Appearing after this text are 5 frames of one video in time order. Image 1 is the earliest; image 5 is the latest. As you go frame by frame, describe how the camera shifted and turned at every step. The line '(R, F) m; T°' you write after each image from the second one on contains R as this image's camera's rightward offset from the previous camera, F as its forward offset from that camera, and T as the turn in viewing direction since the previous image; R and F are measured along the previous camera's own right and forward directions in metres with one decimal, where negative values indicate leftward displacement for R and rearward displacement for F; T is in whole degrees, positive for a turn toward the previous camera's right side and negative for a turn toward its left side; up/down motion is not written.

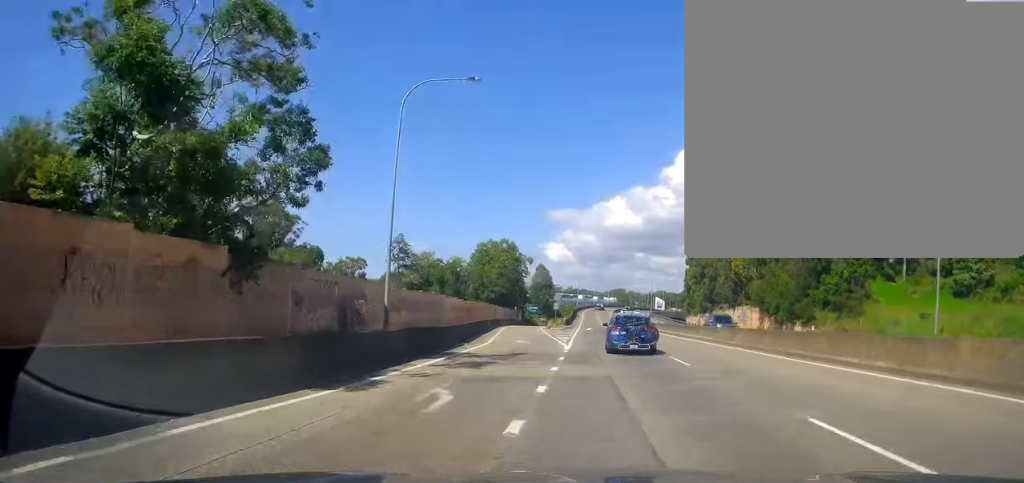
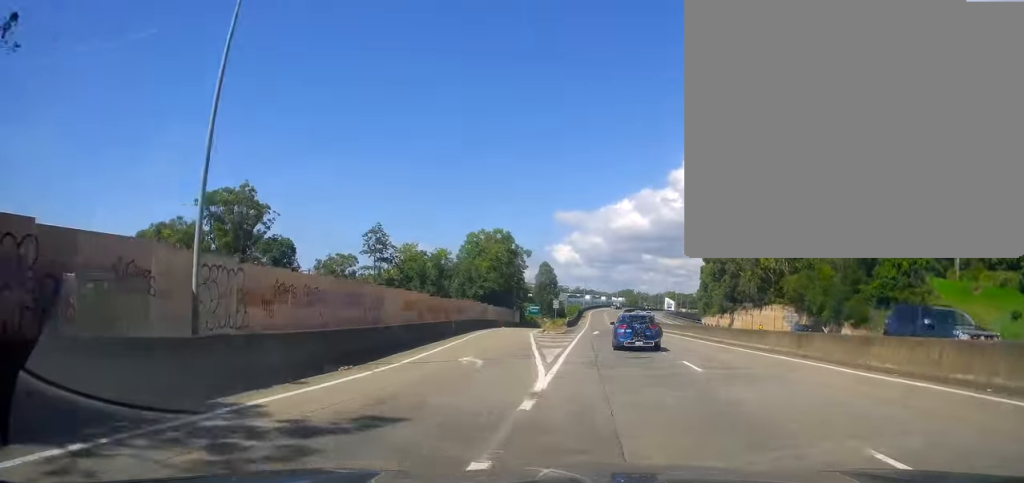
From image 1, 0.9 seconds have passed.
(-1.0, +14.1) m; -5°
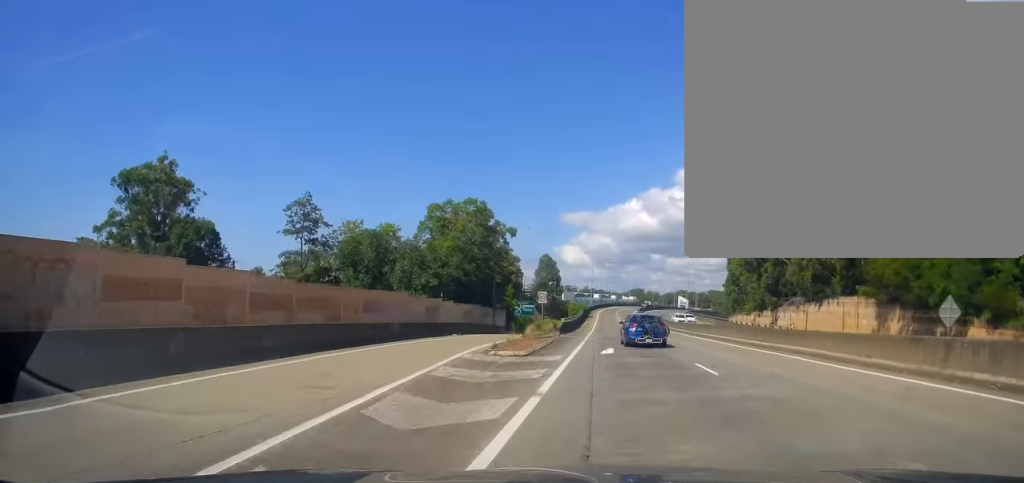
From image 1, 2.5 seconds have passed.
(-0.6, +25.1) m; -1°
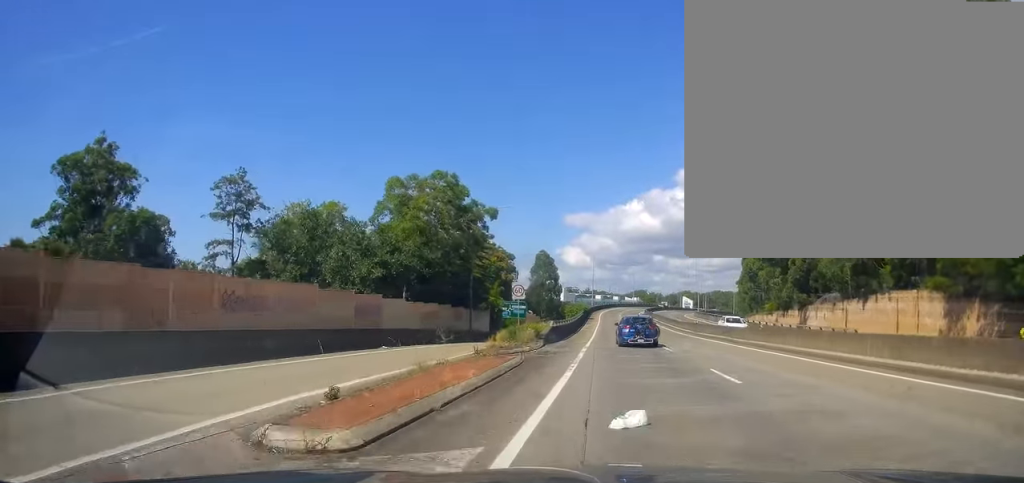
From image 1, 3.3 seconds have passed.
(+0.1, +14.0) m; 0°
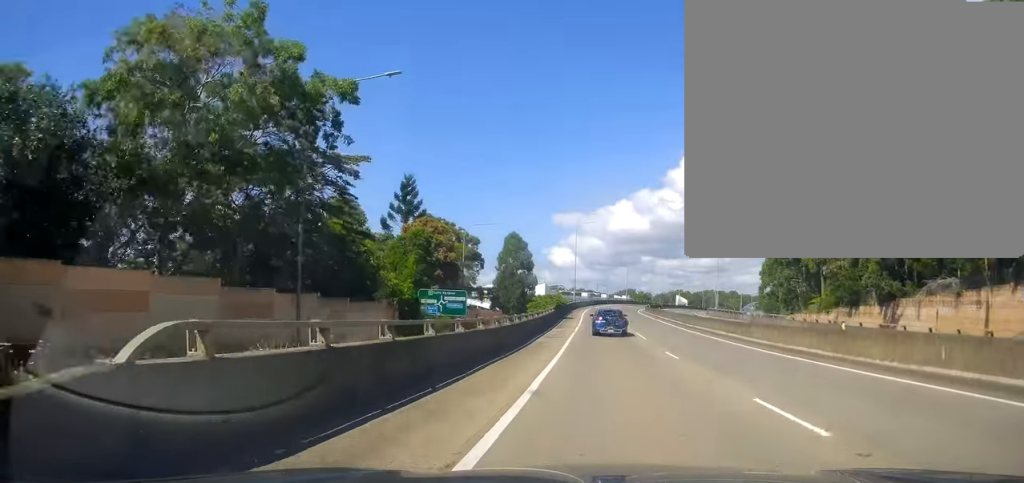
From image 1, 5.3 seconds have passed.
(-0.1, +31.4) m; -1°
